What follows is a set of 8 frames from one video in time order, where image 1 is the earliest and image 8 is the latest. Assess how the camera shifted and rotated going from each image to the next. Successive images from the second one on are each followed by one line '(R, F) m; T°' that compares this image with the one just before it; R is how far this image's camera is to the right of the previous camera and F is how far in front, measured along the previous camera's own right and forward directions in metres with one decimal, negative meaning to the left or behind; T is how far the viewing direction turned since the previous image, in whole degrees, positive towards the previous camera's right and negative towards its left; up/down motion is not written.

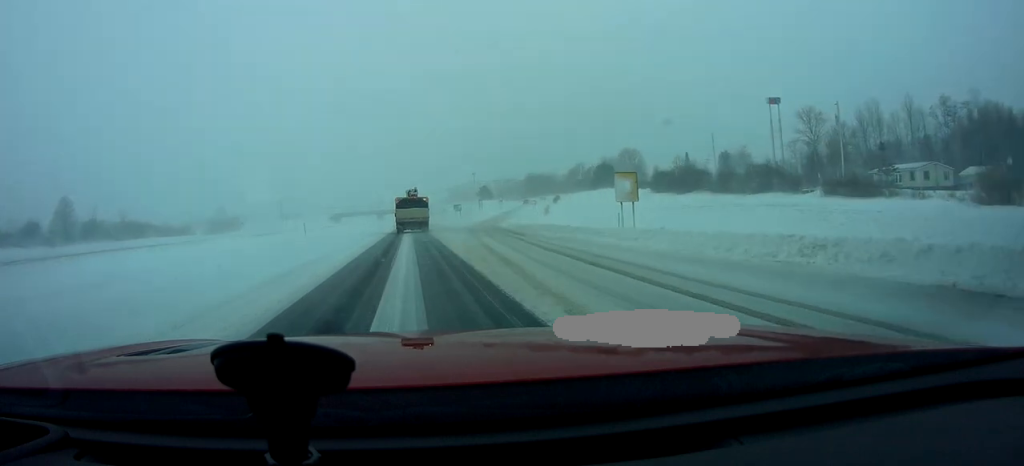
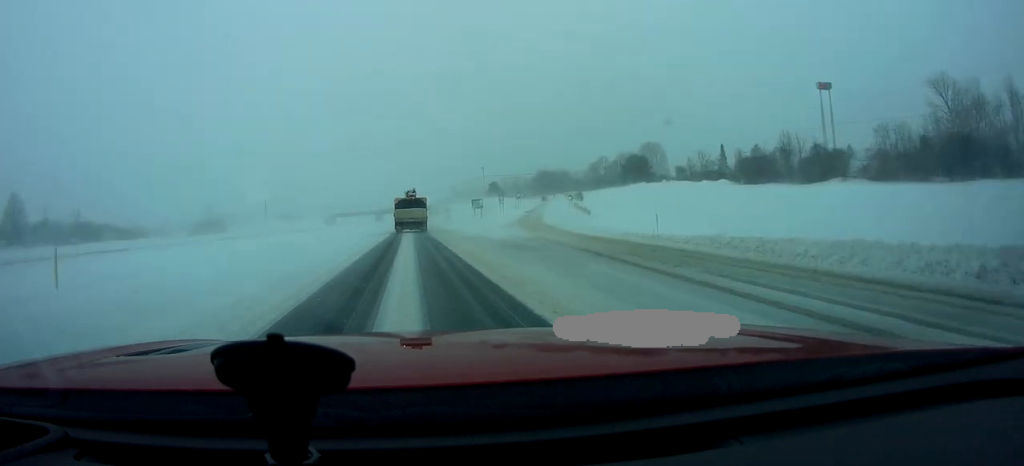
(-0.3, +30.4) m; 0°
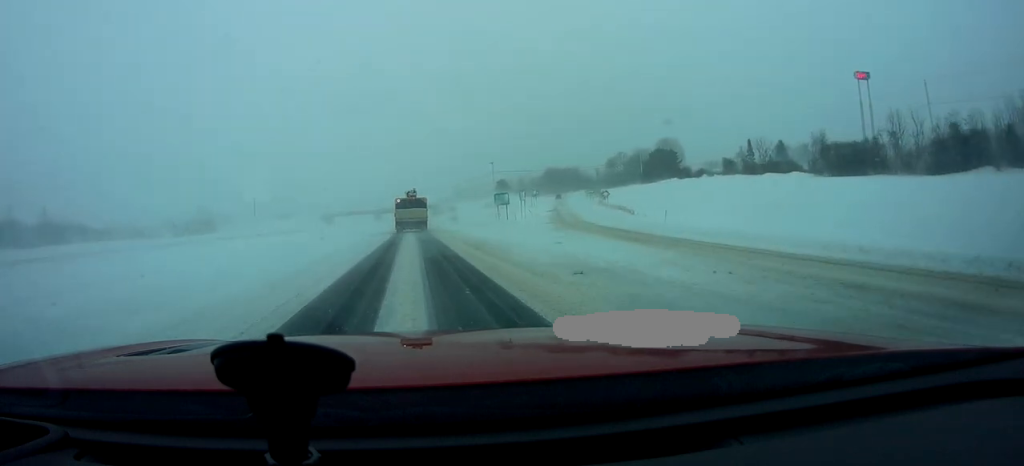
(+0.2, +18.8) m; 0°
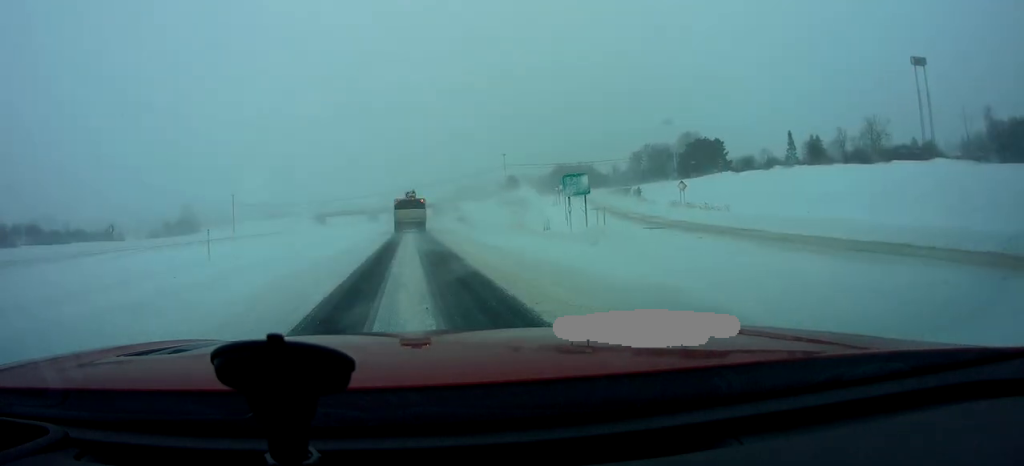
(-0.1, +25.4) m; +1°
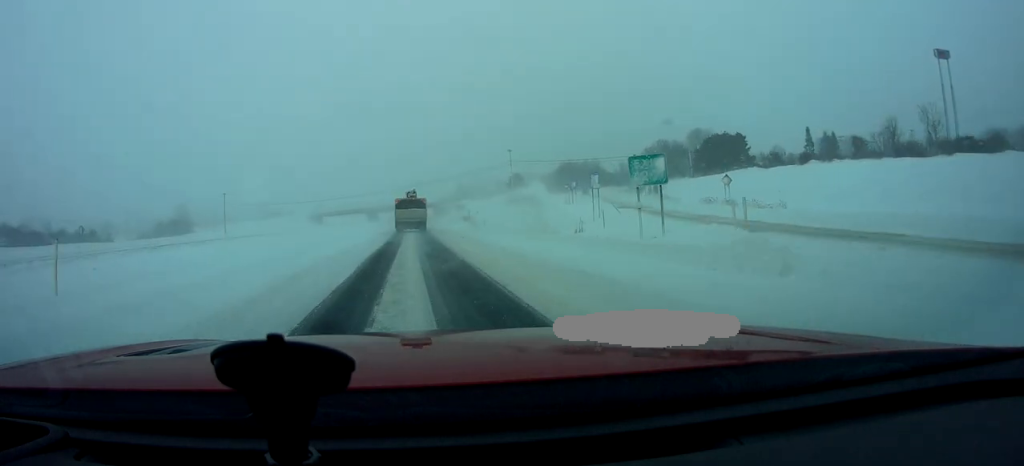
(+0.1, +9.6) m; +1°
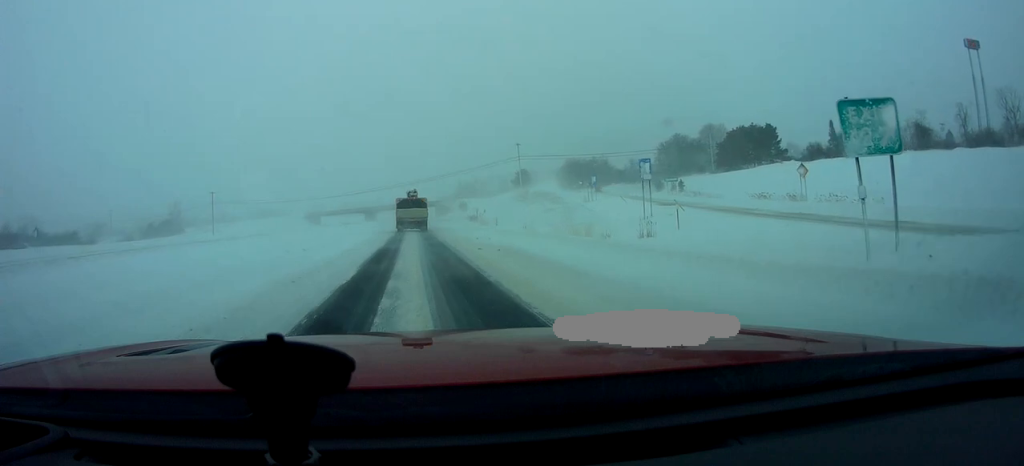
(0.0, +11.9) m; 0°
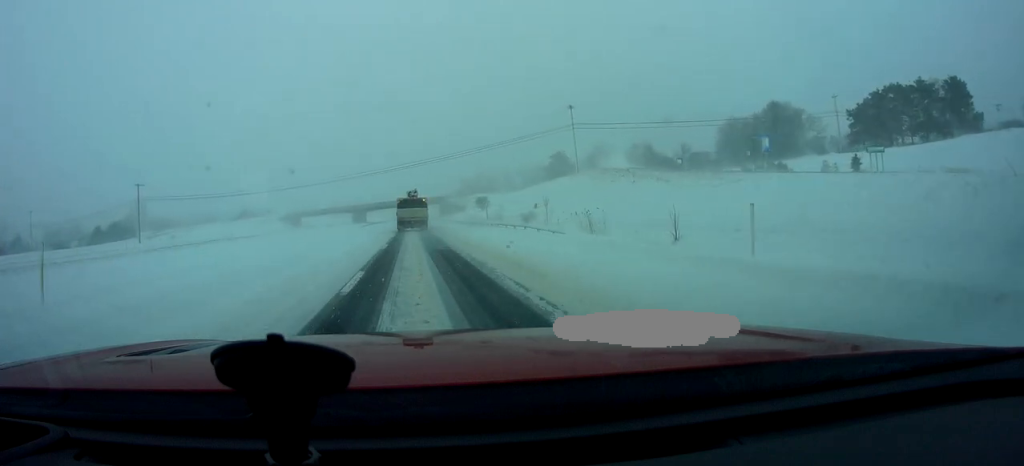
(-0.8, +50.4) m; -2°
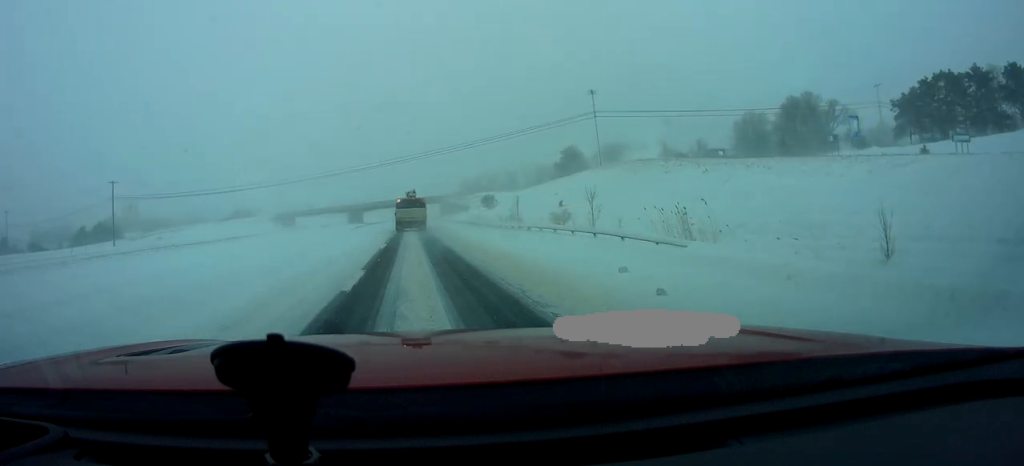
(-0.2, +12.1) m; 0°
